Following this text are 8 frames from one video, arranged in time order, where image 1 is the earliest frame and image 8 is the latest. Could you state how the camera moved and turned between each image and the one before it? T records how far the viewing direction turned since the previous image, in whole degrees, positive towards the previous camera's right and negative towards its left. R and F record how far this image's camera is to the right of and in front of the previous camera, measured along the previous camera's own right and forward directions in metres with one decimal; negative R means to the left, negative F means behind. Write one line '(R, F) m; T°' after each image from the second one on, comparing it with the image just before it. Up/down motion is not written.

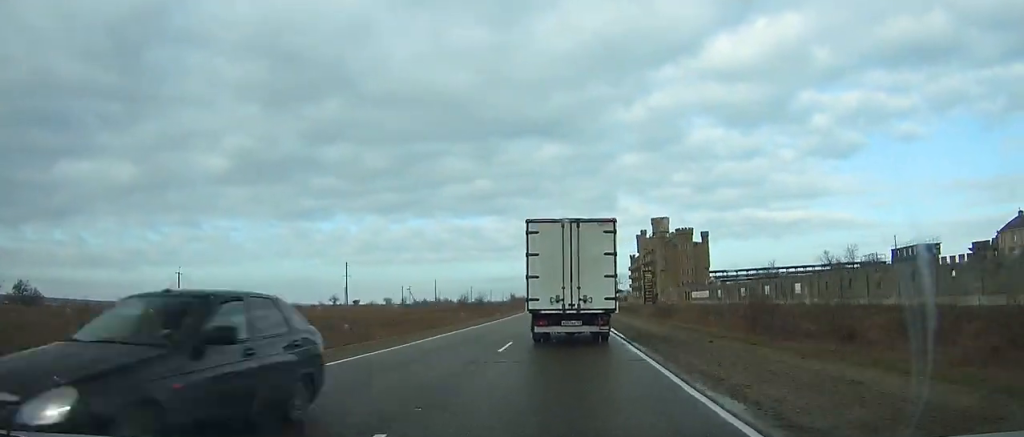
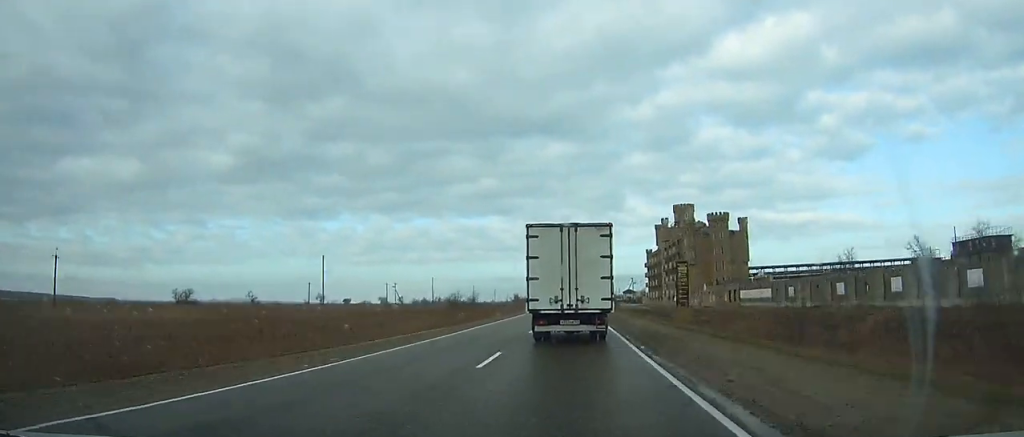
(-2.5, +27.9) m; +2°
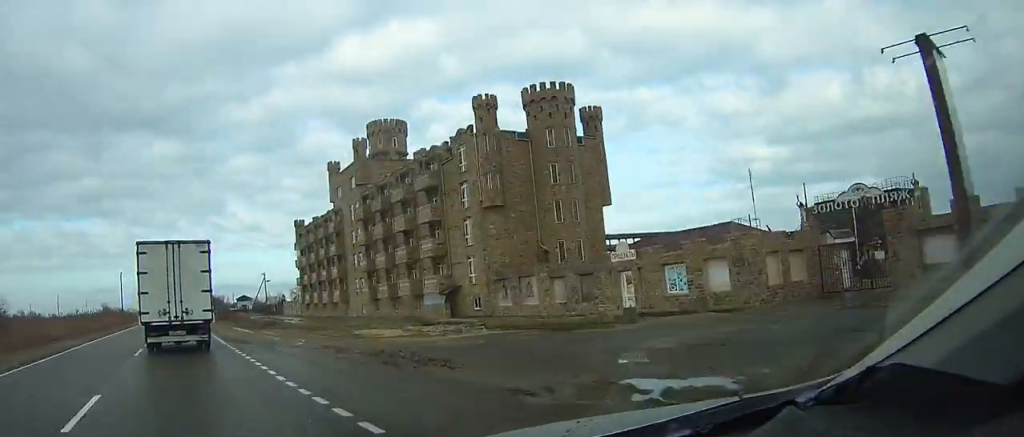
(+4.5, +74.7) m; +5°
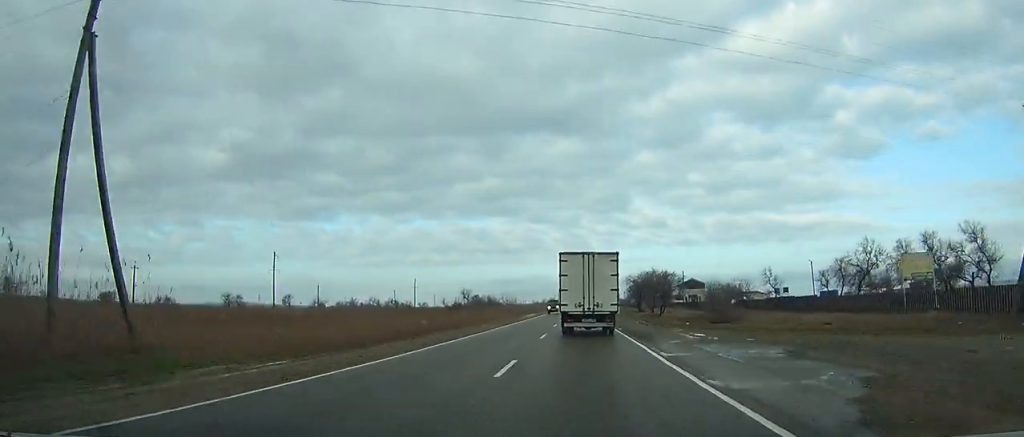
(-3.1, +120.9) m; -3°
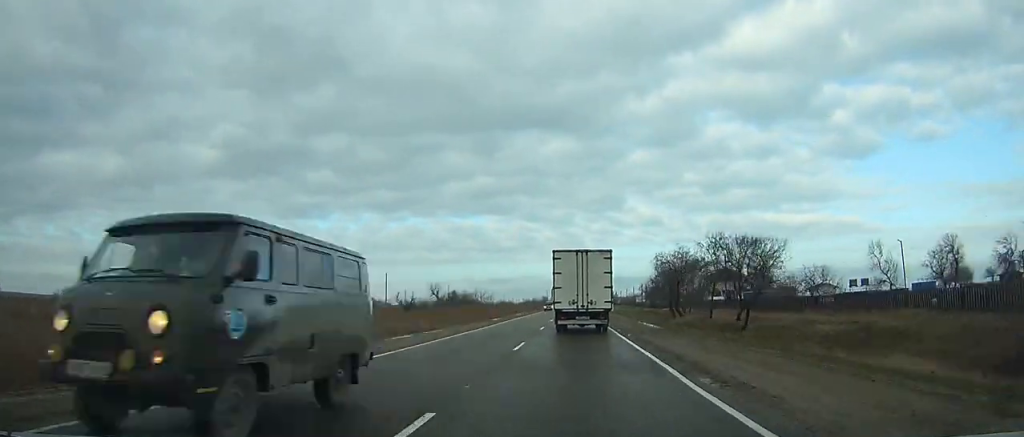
(-0.1, +42.6) m; 0°
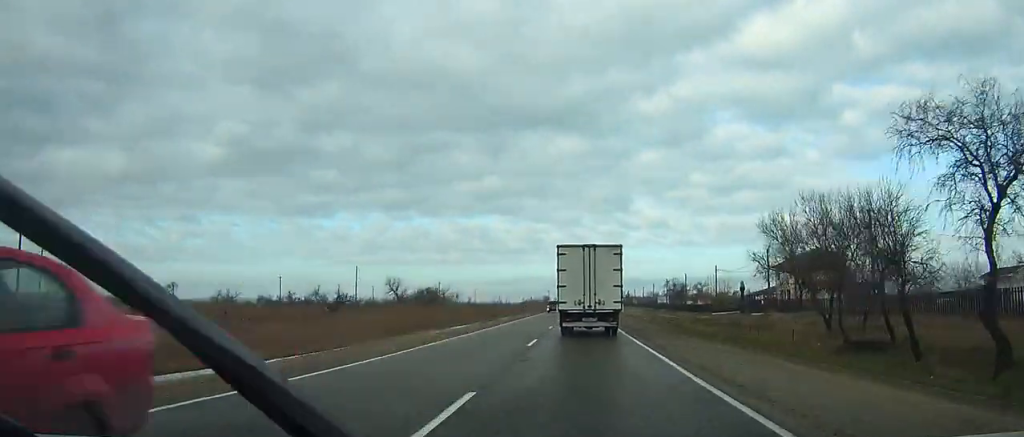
(-0.1, +45.3) m; 0°
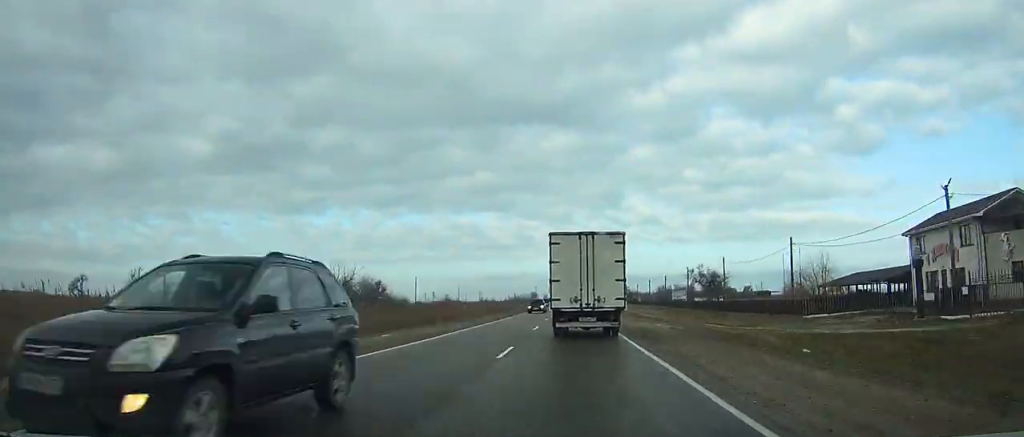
(+0.2, +38.7) m; 0°
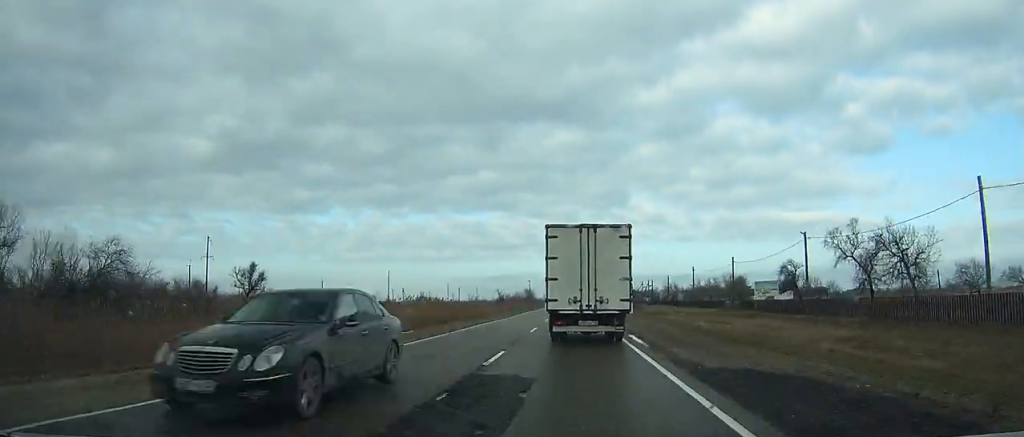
(+0.3, +61.3) m; 0°
